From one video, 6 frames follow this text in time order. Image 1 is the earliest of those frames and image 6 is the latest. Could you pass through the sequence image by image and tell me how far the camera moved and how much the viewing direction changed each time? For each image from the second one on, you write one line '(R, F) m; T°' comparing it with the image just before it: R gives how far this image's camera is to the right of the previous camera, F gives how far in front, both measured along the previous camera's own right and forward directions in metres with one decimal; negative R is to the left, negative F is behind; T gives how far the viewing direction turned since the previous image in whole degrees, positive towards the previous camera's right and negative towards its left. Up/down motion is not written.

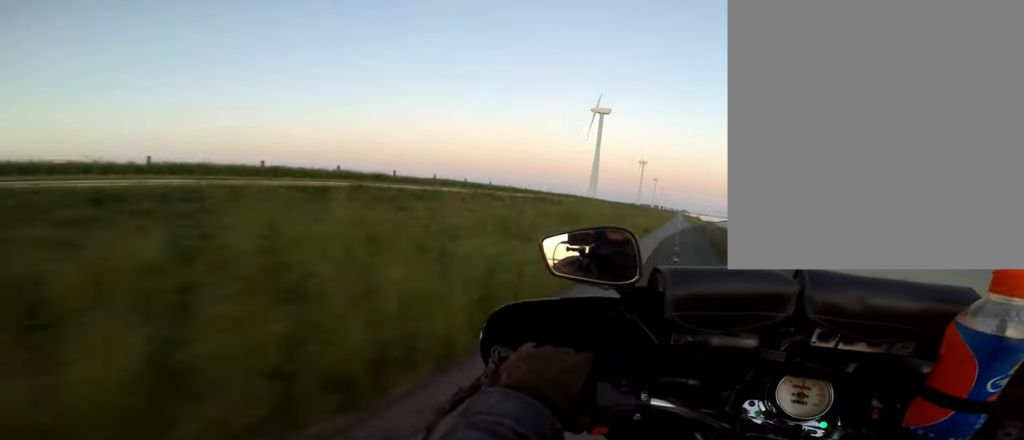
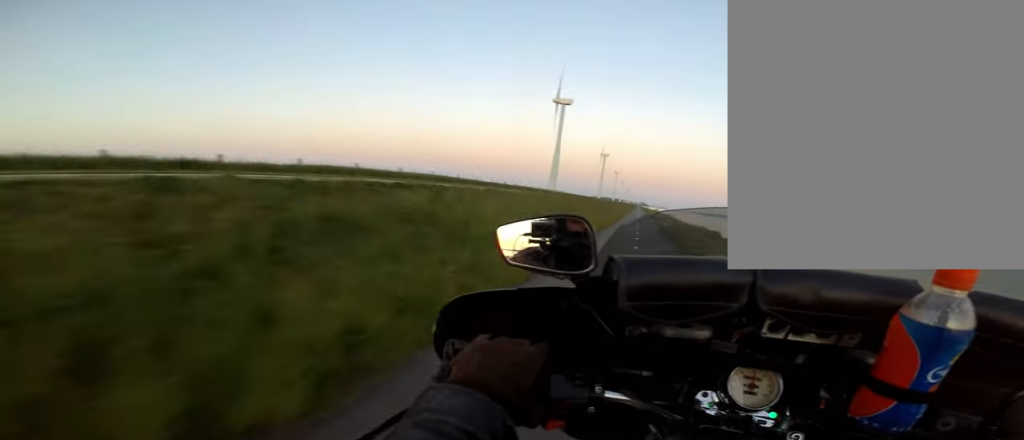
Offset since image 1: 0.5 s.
(+0.2, +8.1) m; 0°
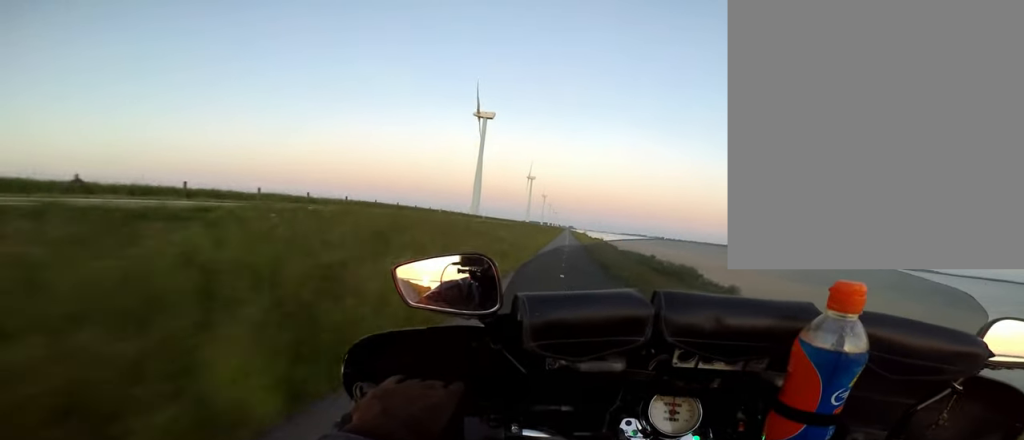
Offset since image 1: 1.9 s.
(-0.5, +22.9) m; 0°
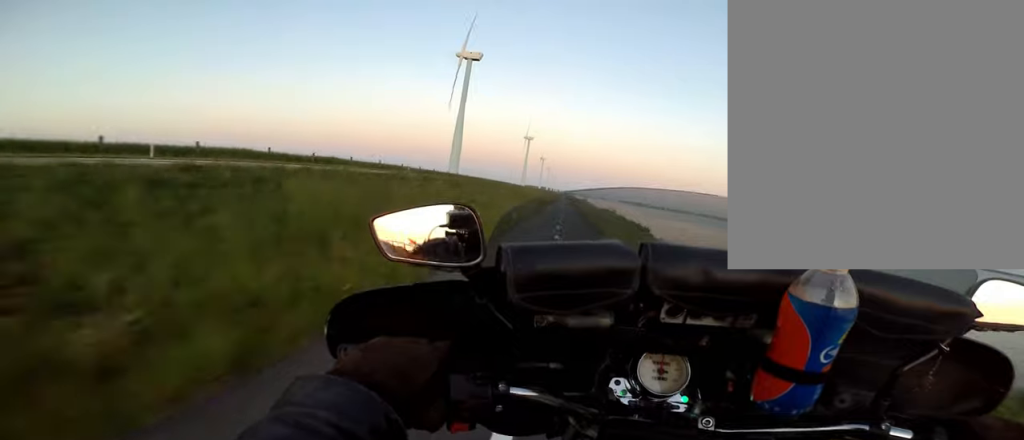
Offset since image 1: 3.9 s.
(+0.3, +32.0) m; -1°
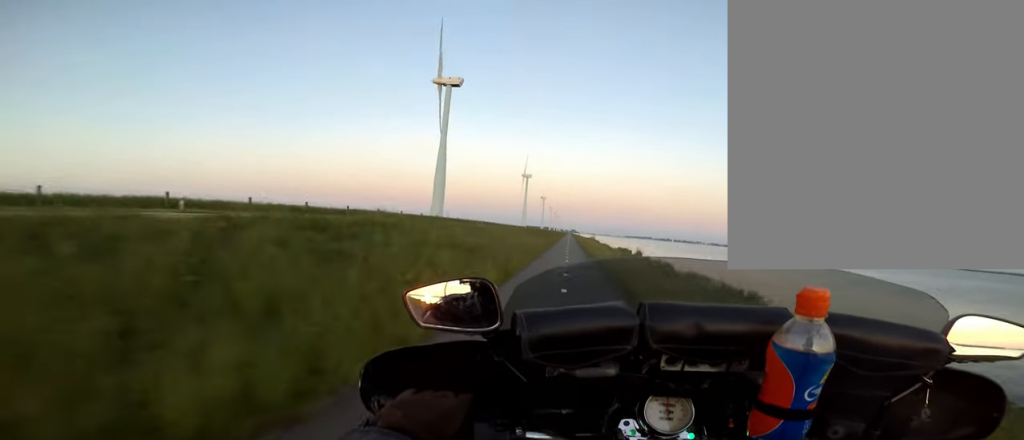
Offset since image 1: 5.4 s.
(-0.3, +23.2) m; -2°
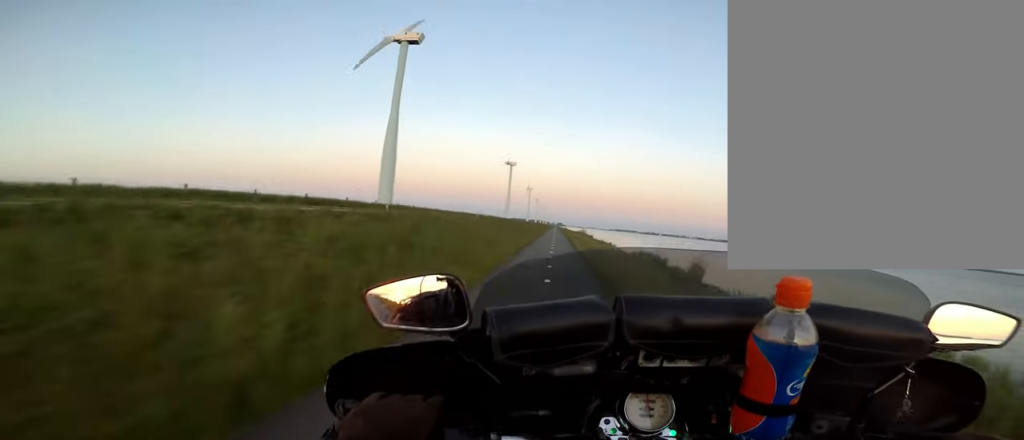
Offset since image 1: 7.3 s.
(+0.8, +28.9) m; +1°
